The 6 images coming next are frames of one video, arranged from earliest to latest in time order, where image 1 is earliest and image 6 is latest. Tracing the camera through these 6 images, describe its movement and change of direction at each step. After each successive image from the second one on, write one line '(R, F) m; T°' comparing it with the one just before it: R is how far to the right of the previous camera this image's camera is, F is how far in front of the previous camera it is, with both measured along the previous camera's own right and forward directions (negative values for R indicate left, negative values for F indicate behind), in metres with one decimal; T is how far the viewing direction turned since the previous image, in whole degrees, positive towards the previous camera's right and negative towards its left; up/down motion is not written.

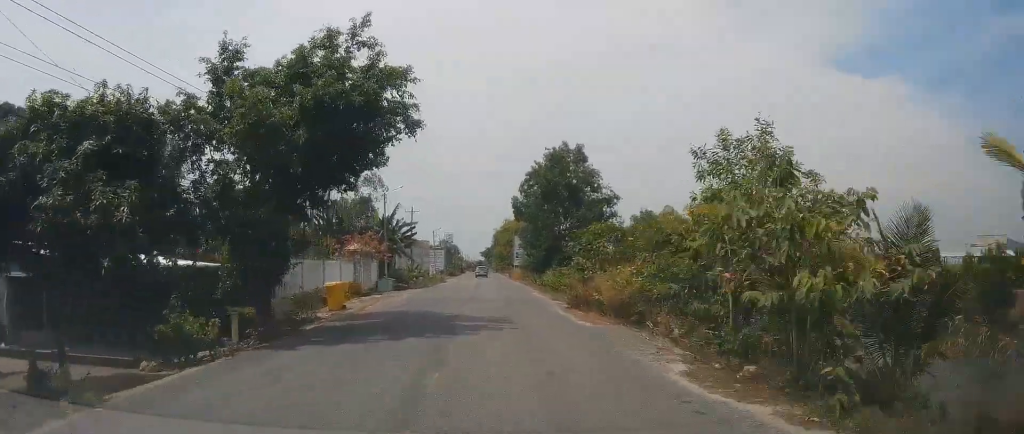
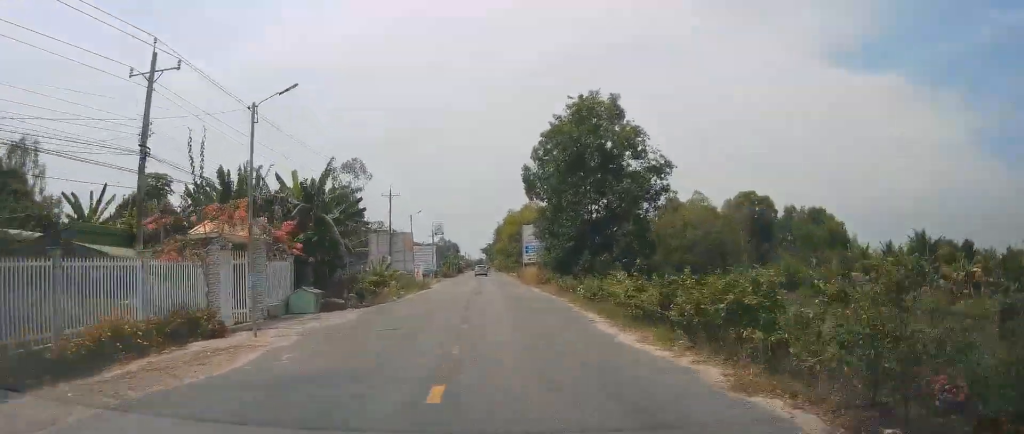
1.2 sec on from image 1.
(-1.7, +22.1) m; -5°
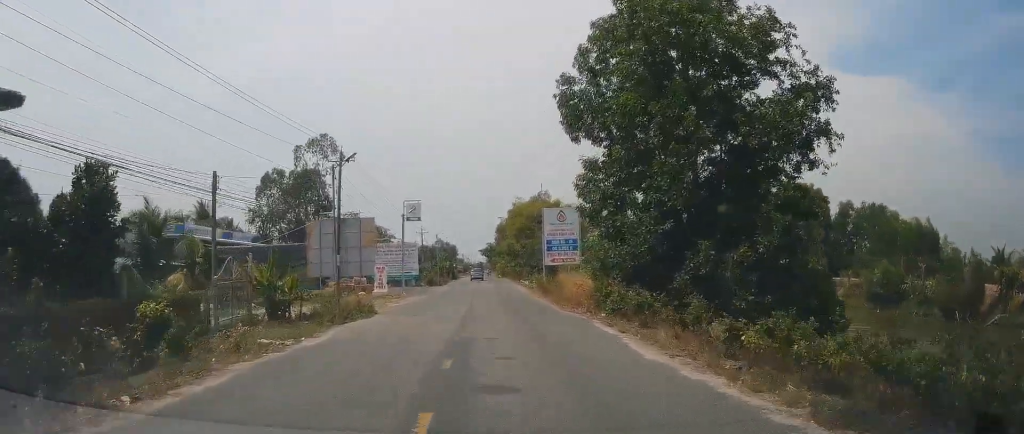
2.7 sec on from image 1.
(+0.8, +25.7) m; +3°
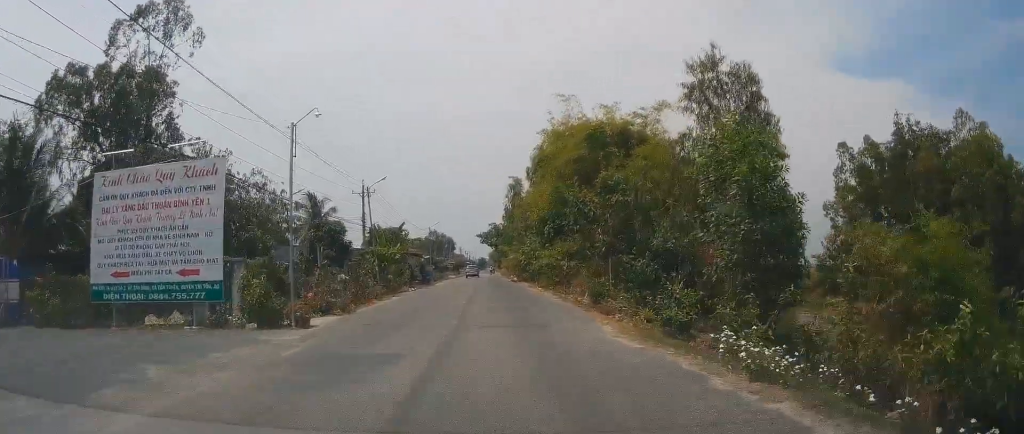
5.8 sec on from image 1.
(+0.2, +53.8) m; 0°
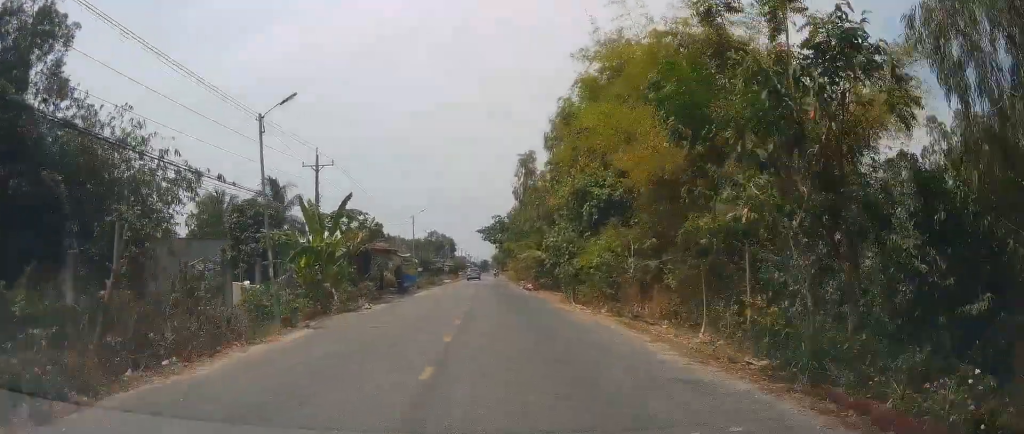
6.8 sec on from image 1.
(-0.5, +16.3) m; -1°
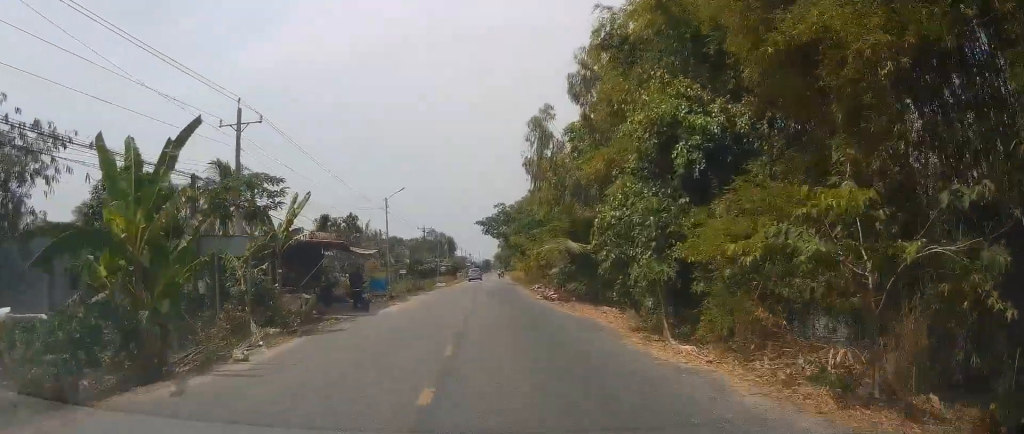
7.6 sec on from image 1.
(0.0, +13.8) m; 0°
